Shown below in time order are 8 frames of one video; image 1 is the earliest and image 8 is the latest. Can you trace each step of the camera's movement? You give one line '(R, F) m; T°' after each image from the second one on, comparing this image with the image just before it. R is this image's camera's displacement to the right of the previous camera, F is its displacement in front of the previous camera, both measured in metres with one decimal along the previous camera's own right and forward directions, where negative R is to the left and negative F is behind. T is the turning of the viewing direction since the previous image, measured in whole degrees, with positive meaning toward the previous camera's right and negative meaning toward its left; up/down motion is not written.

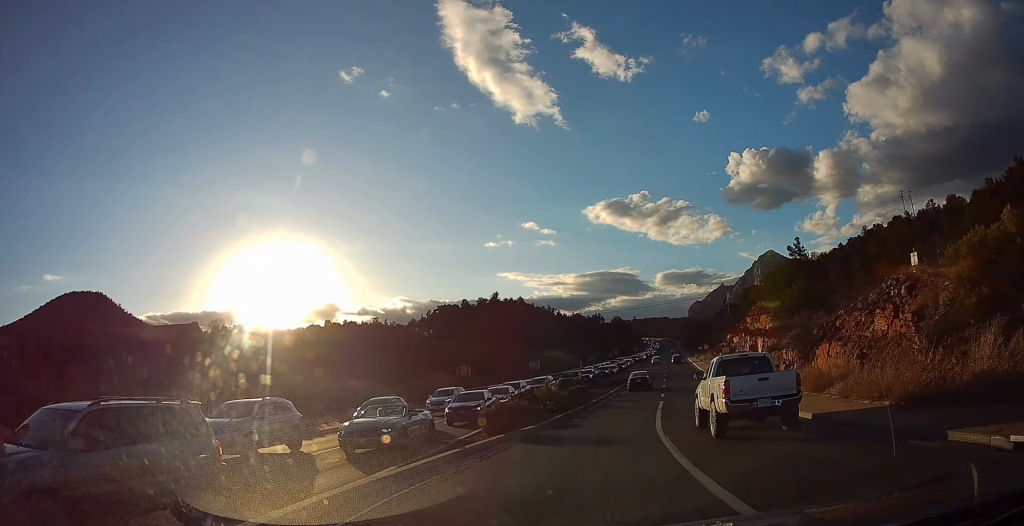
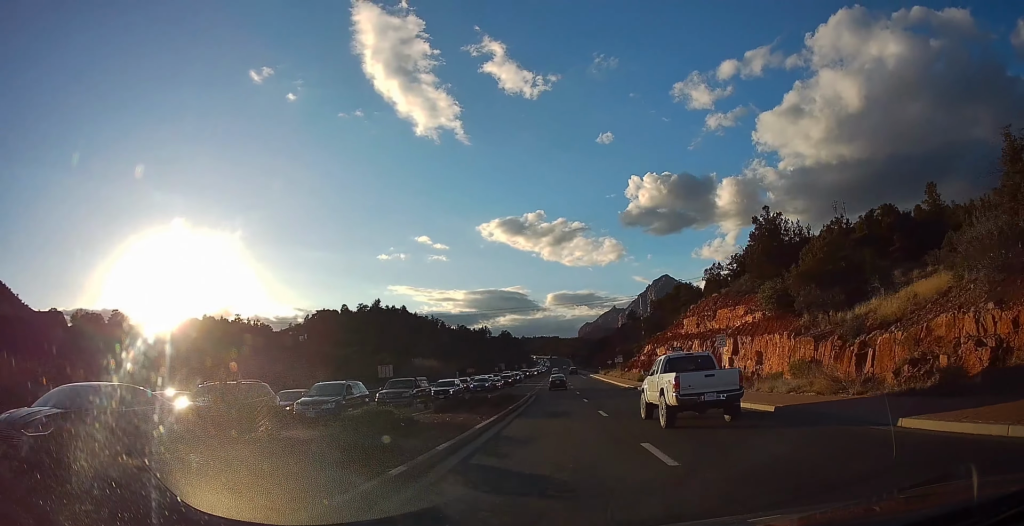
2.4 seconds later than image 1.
(+3.4, +22.7) m; +18°
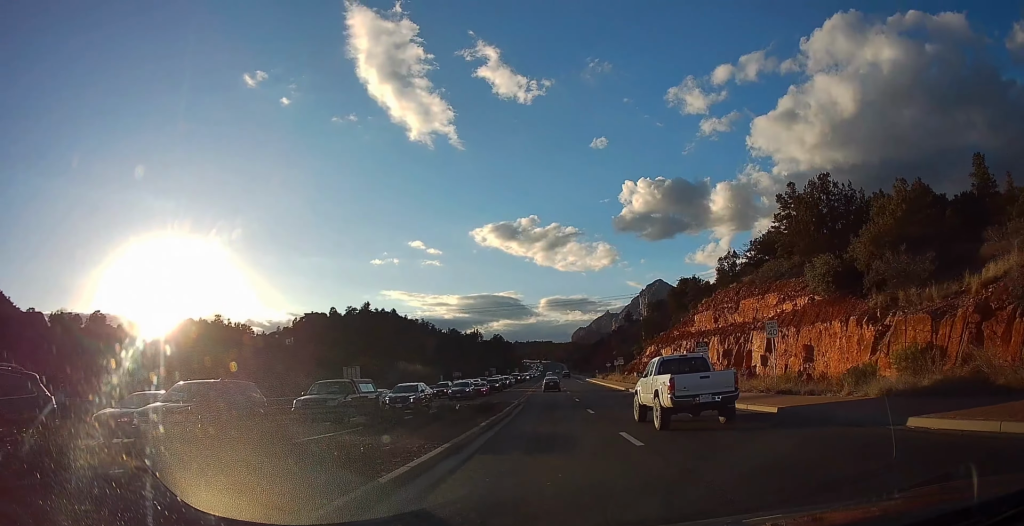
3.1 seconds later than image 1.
(+0.5, +7.5) m; +1°
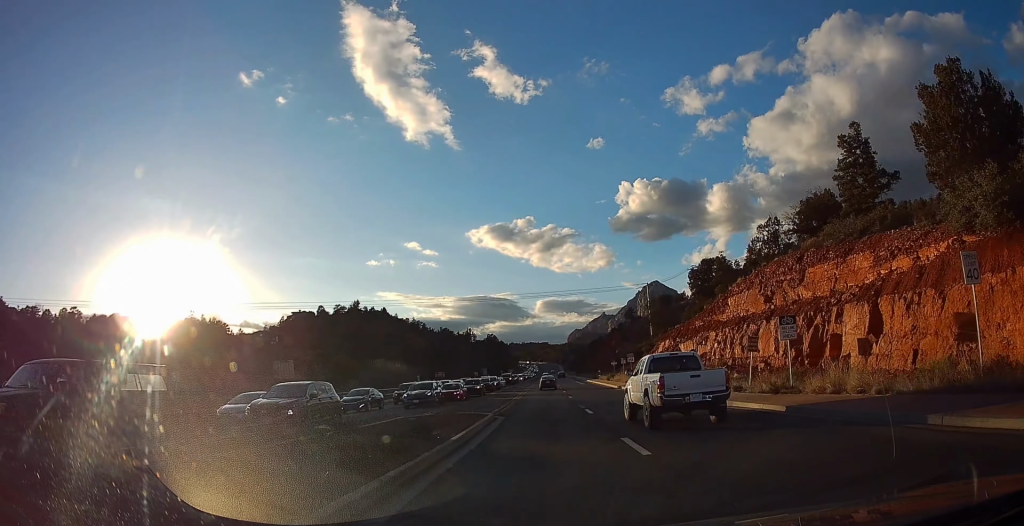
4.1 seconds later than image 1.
(-0.5, +13.0) m; -1°
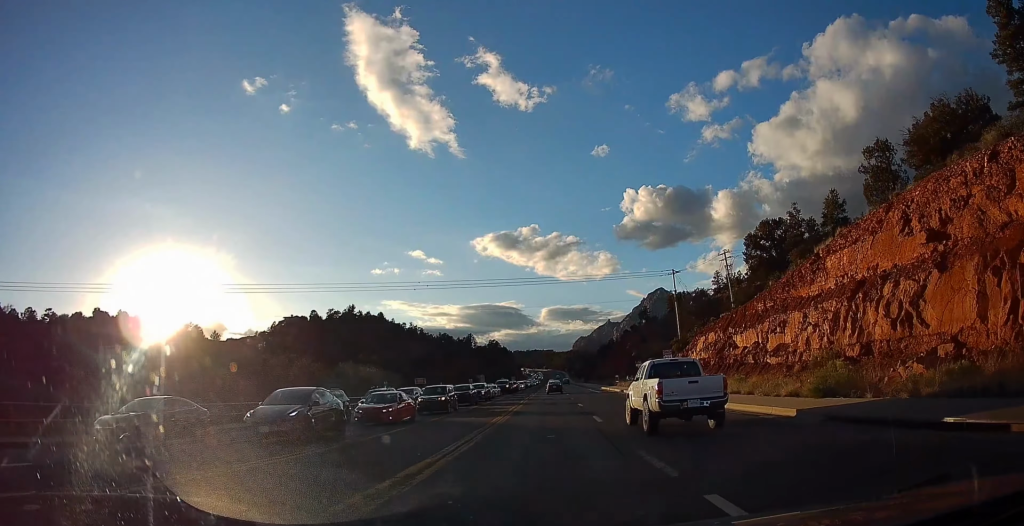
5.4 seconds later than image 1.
(+0.1, +20.2) m; 0°
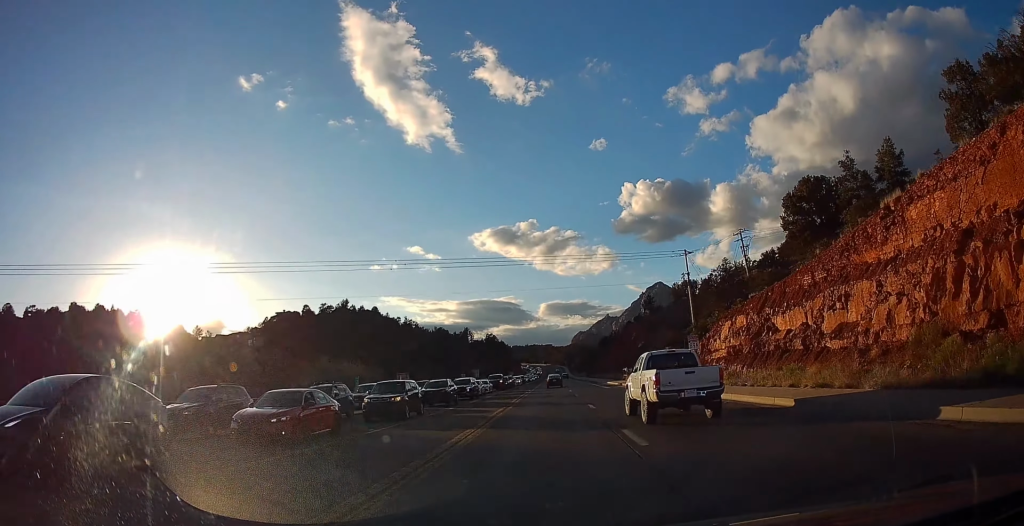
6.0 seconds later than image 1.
(-0.1, +10.6) m; 0°
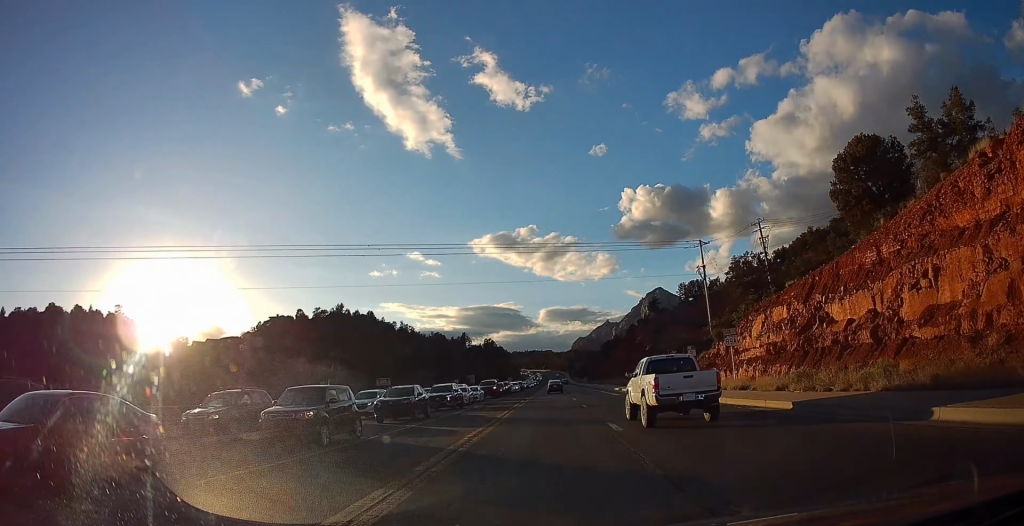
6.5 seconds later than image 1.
(0.0, +9.8) m; -1°
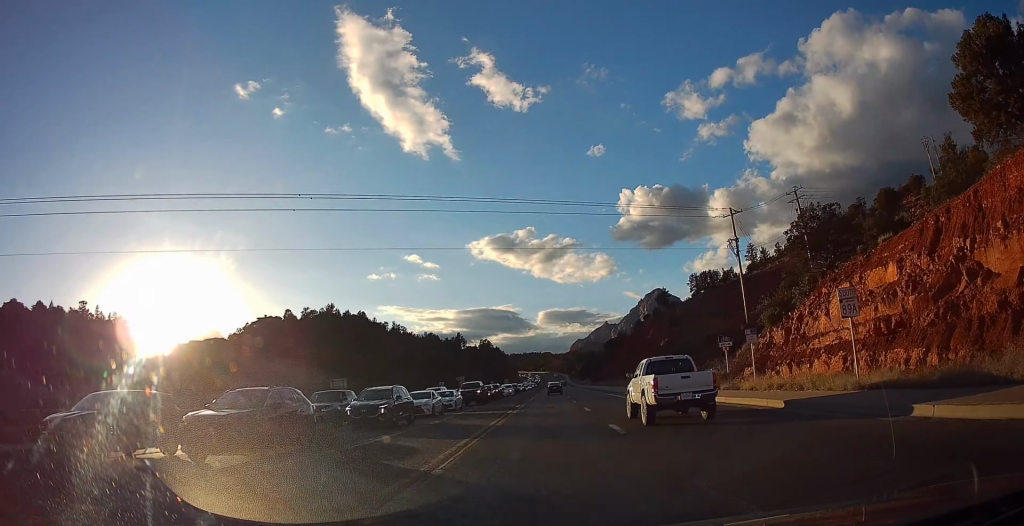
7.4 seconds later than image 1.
(-0.1, +15.1) m; 0°
